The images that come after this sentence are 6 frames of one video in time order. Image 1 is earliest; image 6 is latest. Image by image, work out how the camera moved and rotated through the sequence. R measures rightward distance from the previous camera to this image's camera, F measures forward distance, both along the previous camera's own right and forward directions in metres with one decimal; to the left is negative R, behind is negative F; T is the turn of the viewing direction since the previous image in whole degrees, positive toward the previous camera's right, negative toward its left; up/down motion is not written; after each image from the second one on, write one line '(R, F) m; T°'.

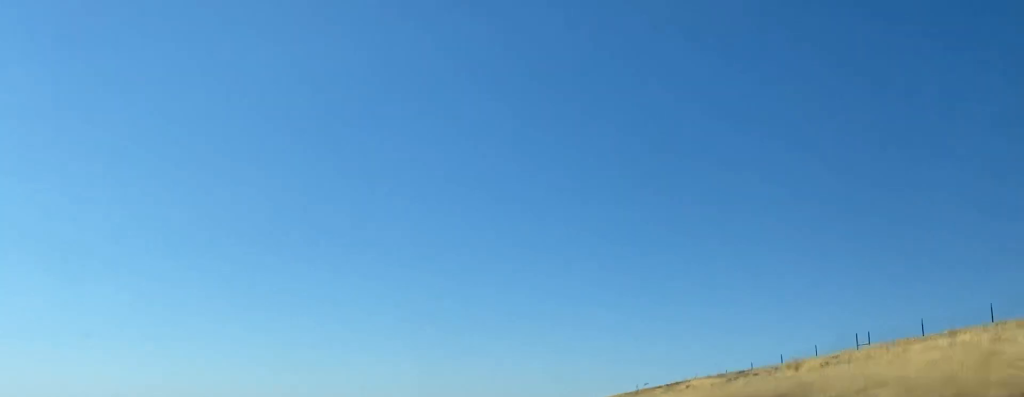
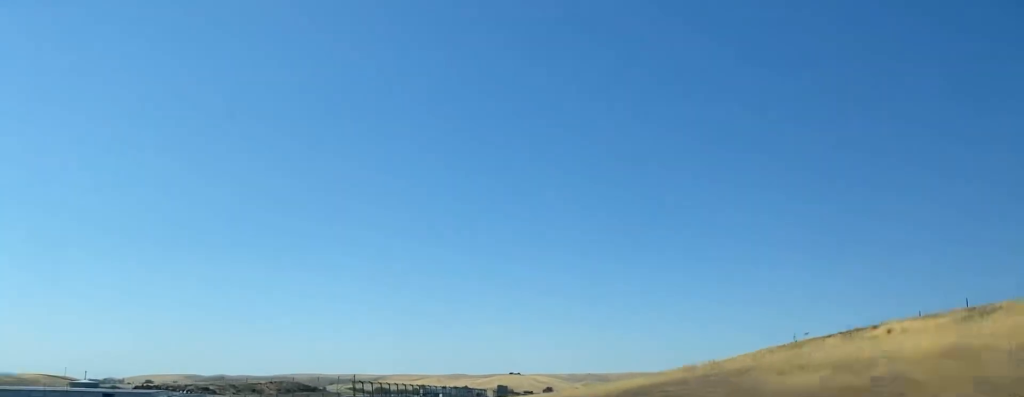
(-1.8, +10.7) m; -13°
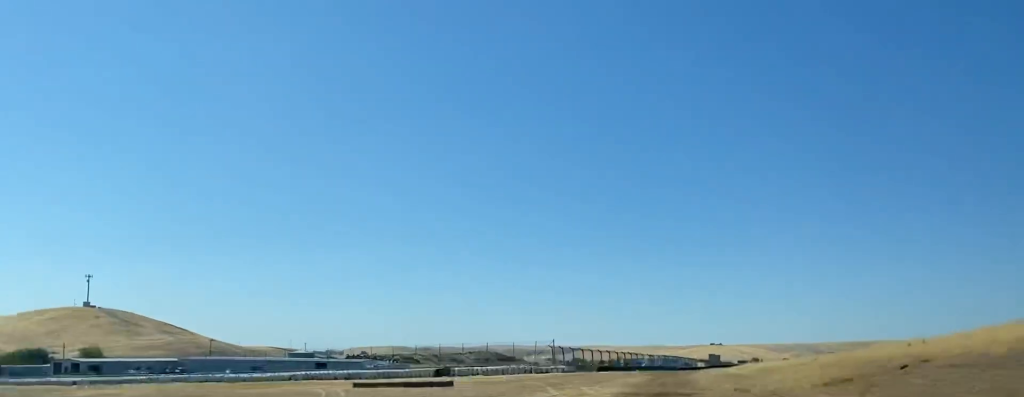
(-1.5, +15.9) m; -9°
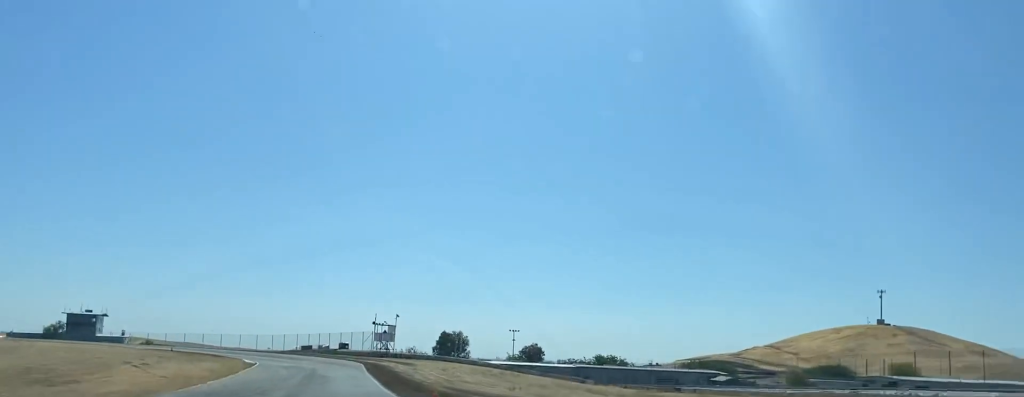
(-21.0, +74.2) m; -23°
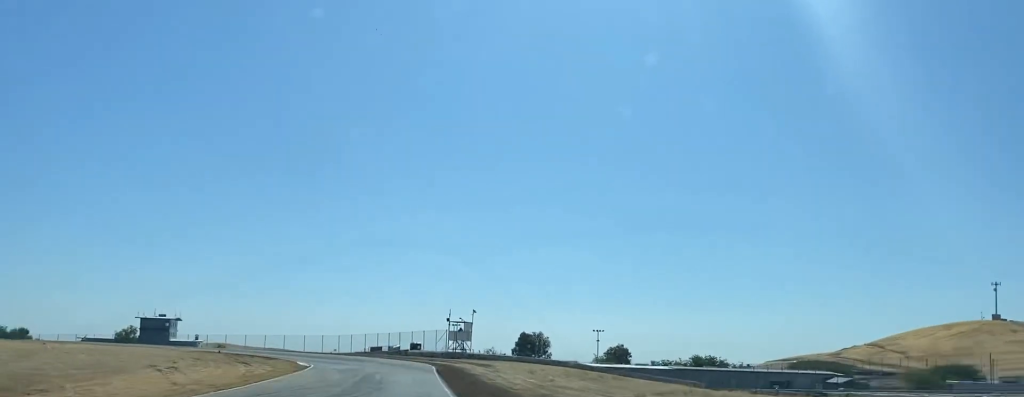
(-0.1, +14.4) m; -2°
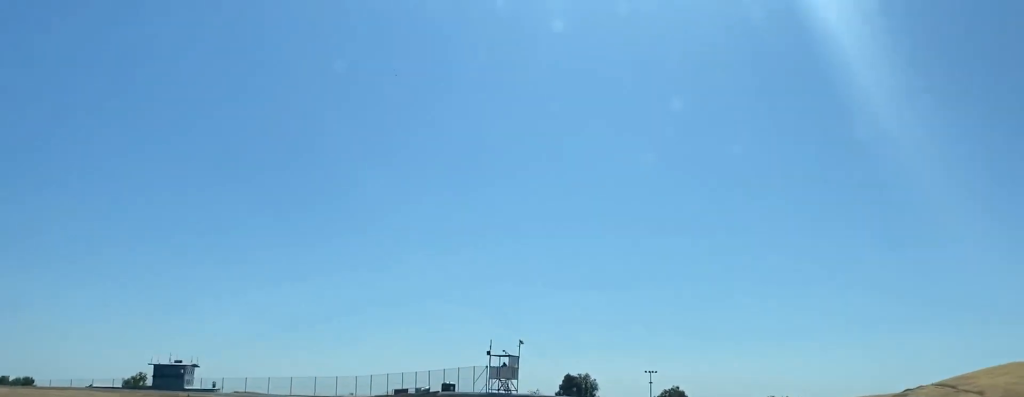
(+0.2, +19.1) m; -4°
